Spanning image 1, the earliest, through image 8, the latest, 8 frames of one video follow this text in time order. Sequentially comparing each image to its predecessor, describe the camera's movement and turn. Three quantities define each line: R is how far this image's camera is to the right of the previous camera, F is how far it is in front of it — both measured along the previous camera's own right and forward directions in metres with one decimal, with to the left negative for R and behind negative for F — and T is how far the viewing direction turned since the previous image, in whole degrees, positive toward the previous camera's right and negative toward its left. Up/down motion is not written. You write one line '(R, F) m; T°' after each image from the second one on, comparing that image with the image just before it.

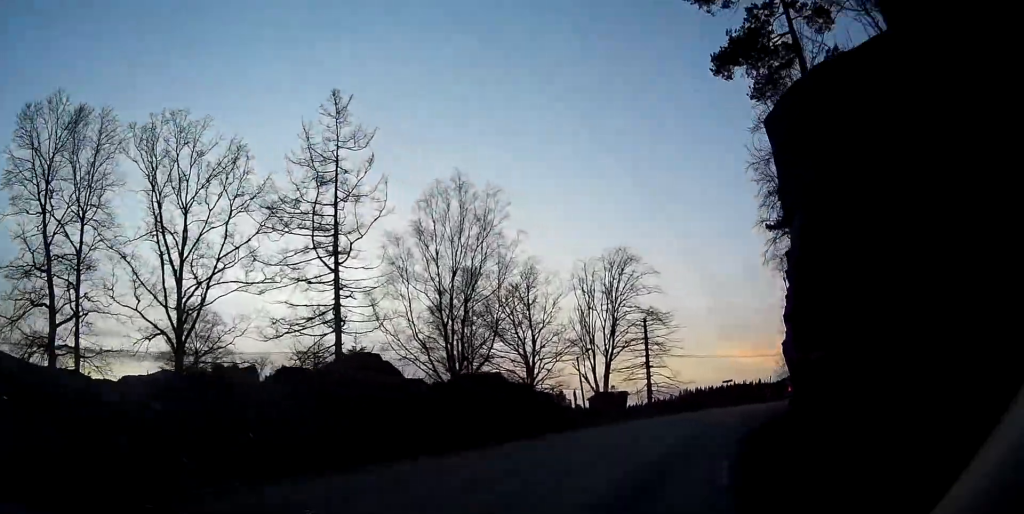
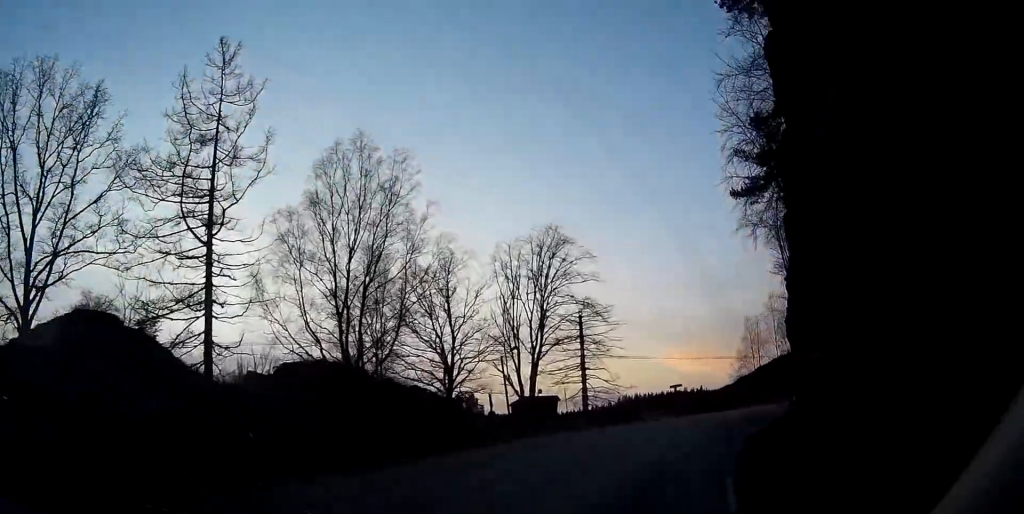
(+0.2, +8.1) m; +4°
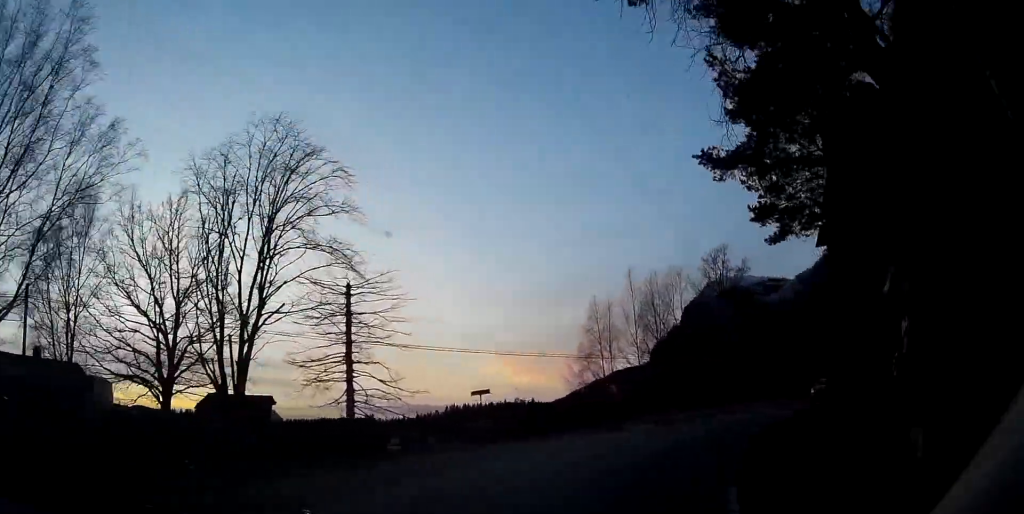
(+1.7, +18.8) m; +12°
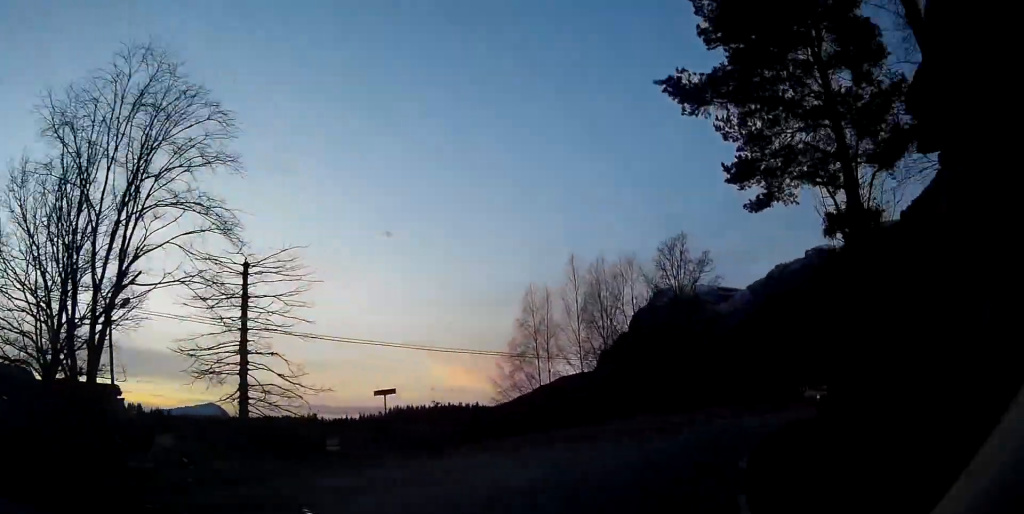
(-0.1, +6.4) m; +5°
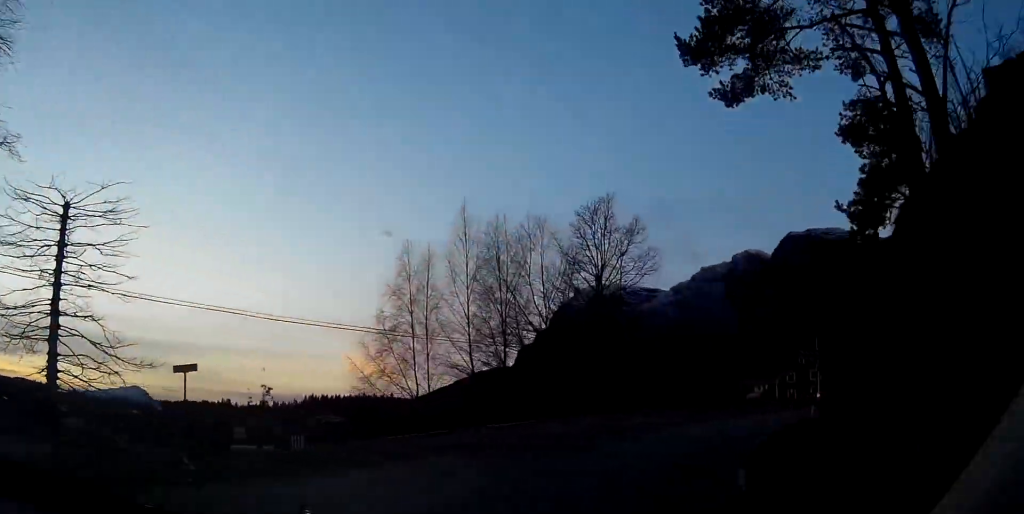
(+0.9, +8.5) m; +7°
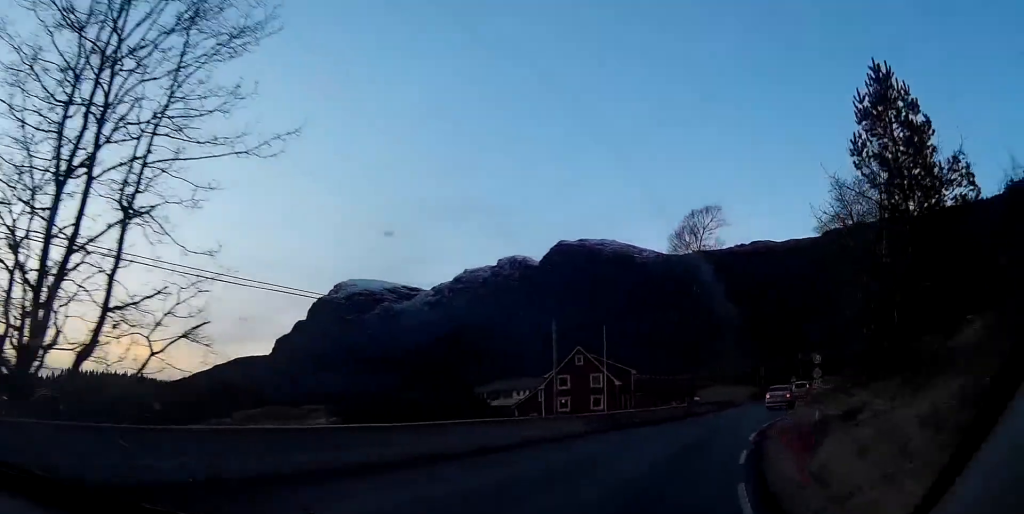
(+4.8, +25.4) m; +20°
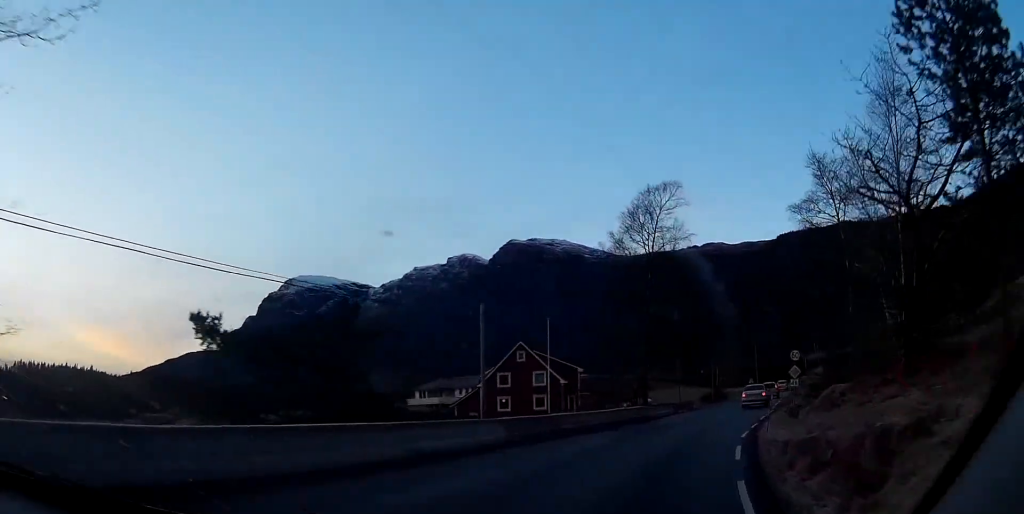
(+0.3, +6.1) m; +3°
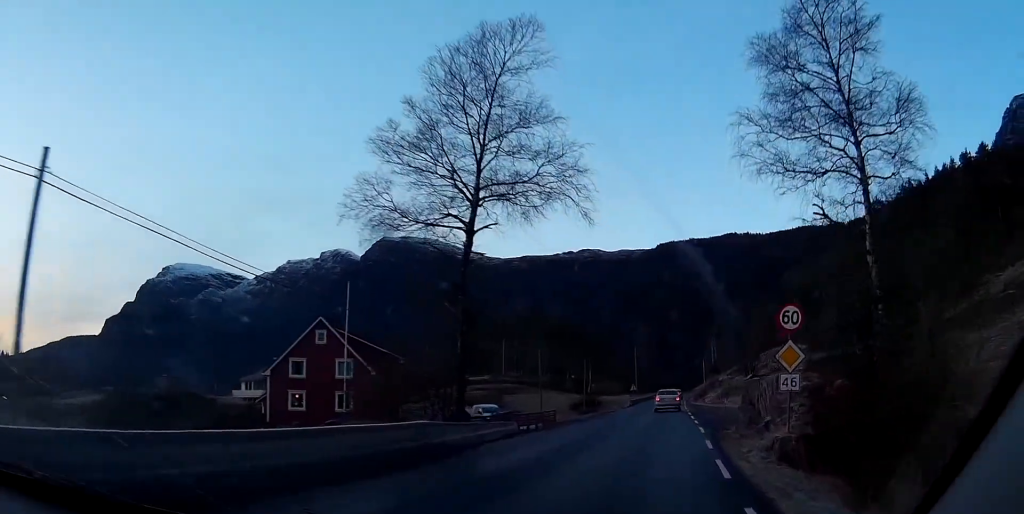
(+1.5, +20.3) m; +7°
